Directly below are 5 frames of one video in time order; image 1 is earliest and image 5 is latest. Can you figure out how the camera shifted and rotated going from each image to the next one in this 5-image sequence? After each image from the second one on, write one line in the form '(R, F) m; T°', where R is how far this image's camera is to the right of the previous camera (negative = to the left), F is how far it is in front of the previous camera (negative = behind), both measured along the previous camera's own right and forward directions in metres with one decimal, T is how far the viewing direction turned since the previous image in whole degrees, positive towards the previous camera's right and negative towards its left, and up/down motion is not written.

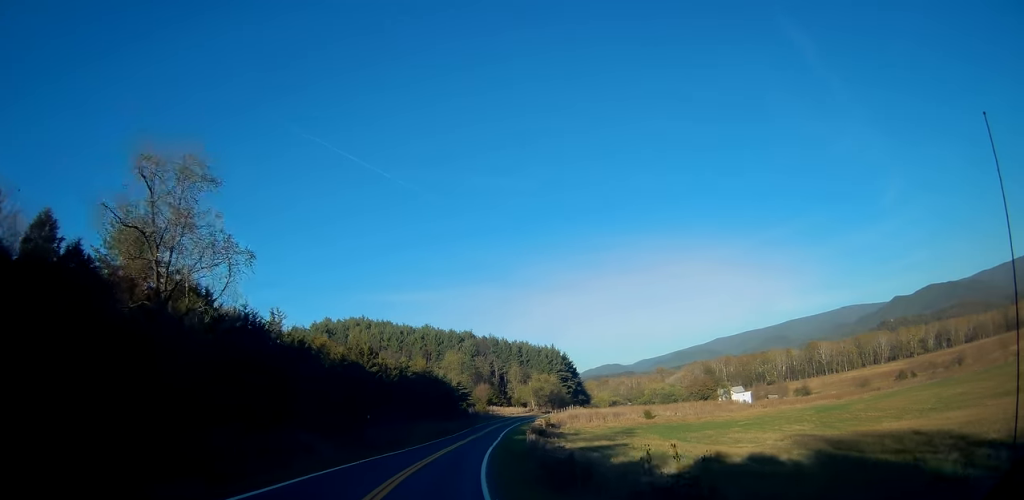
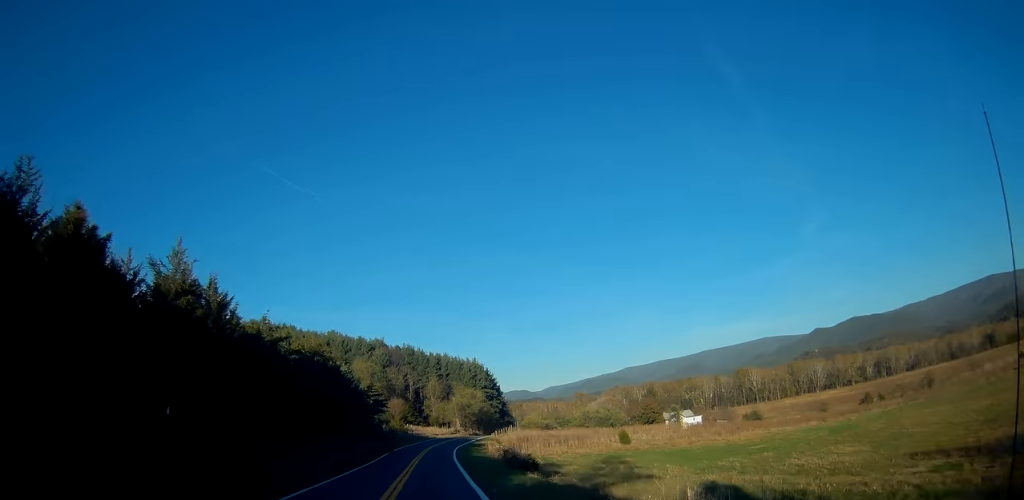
(+1.8, +29.1) m; +7°
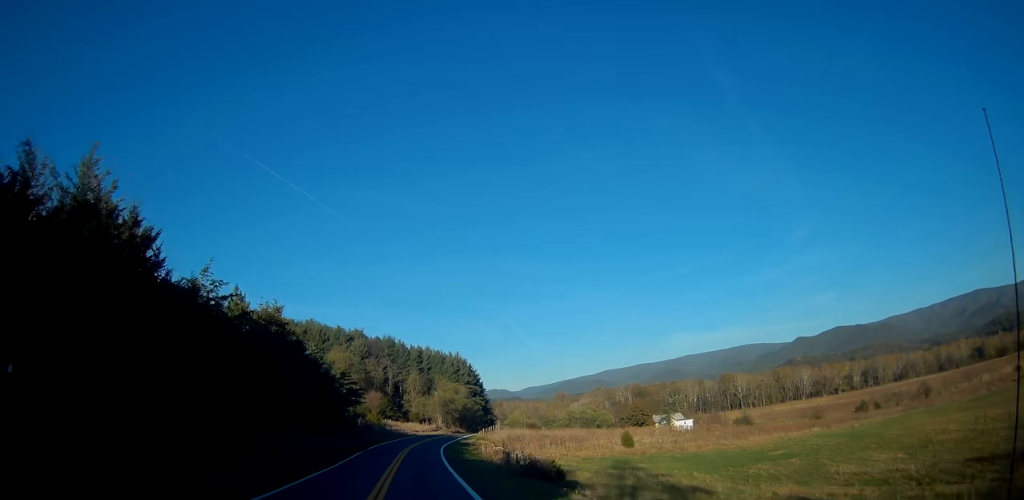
(-0.1, +8.8) m; +2°
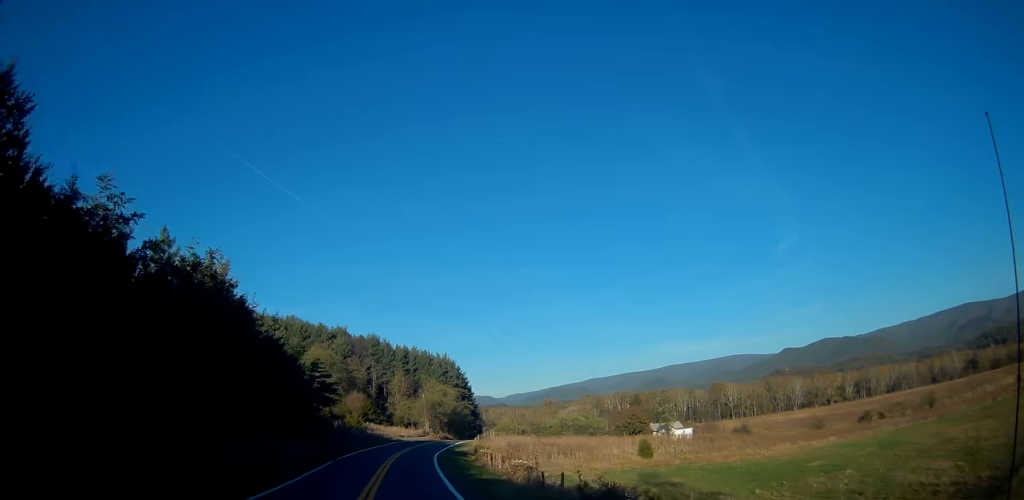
(+0.5, +10.2) m; +2°
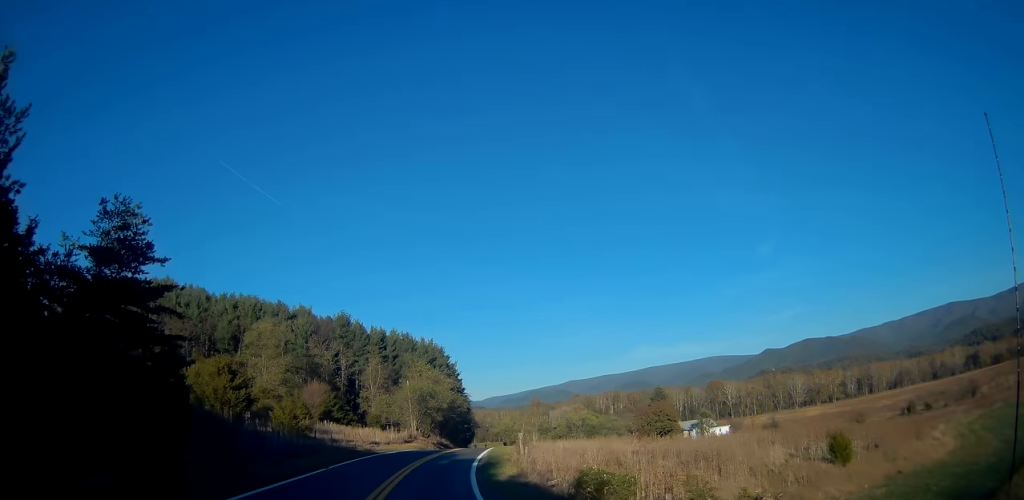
(+1.5, +33.4) m; +4°
